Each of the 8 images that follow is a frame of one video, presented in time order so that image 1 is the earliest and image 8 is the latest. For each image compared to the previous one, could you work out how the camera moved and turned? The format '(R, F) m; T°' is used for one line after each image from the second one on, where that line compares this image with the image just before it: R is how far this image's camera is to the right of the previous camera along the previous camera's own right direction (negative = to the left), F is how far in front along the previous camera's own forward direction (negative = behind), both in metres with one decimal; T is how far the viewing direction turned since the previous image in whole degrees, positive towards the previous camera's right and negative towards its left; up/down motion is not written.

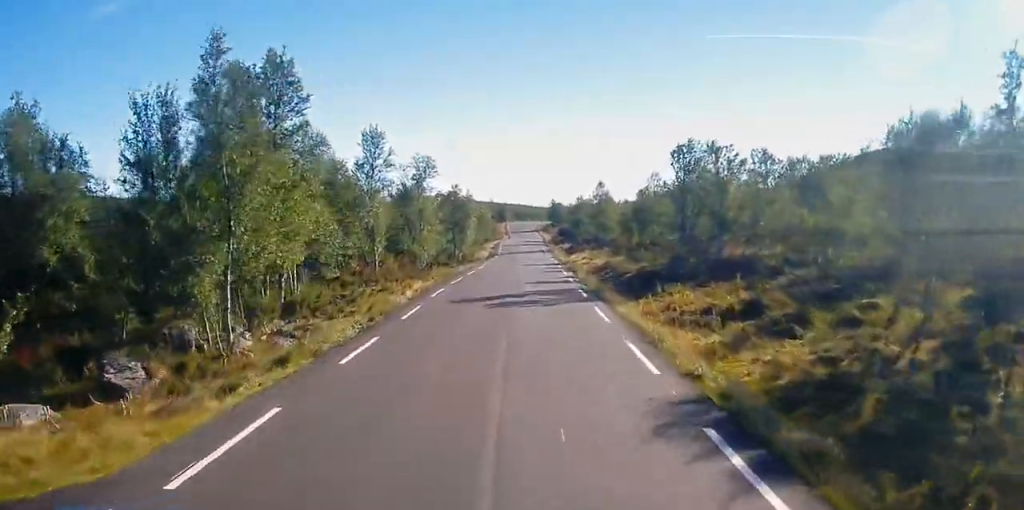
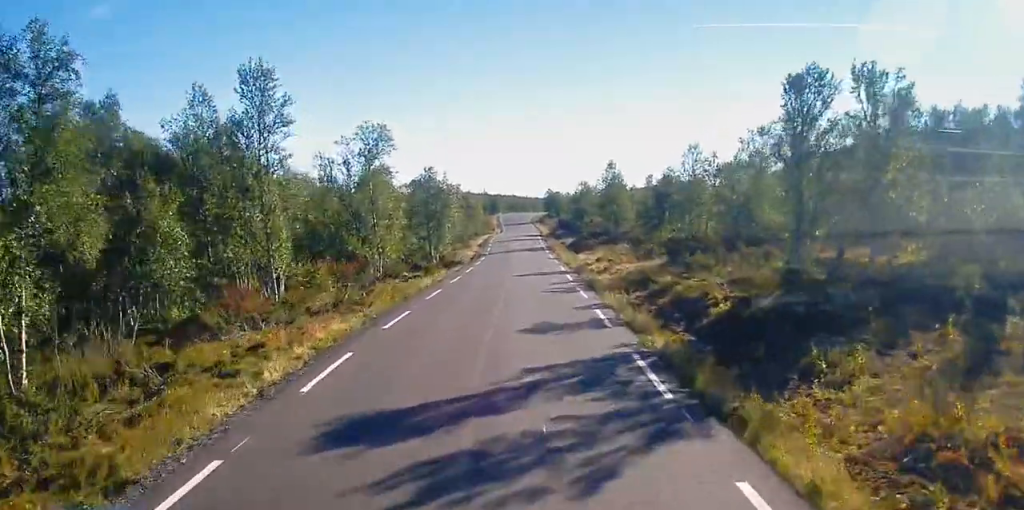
(+0.4, +14.0) m; 0°
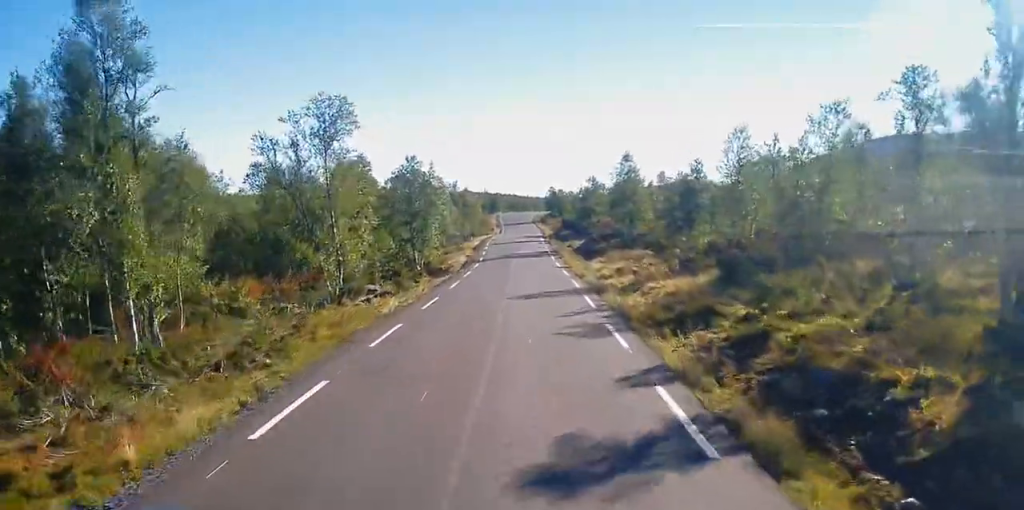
(-0.2, +8.3) m; -1°
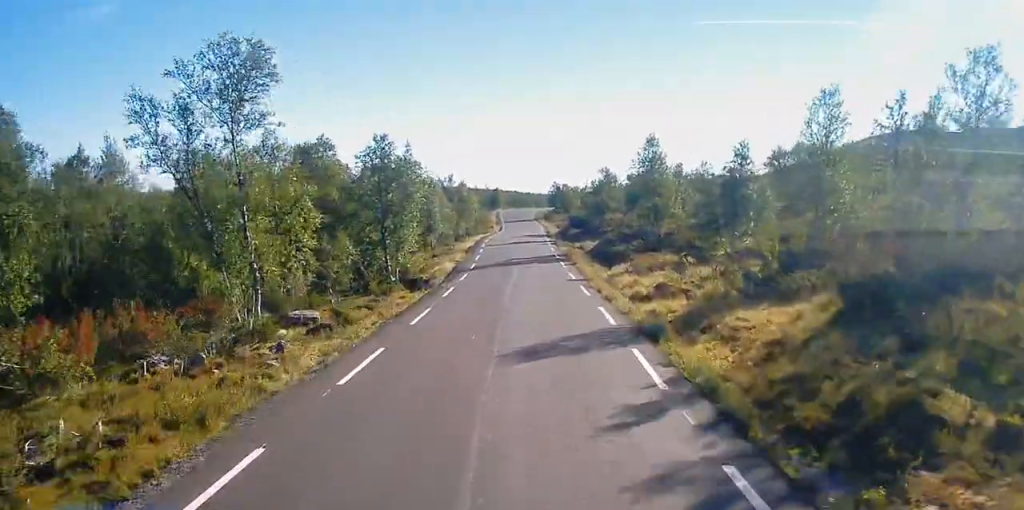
(-0.1, +9.3) m; 0°
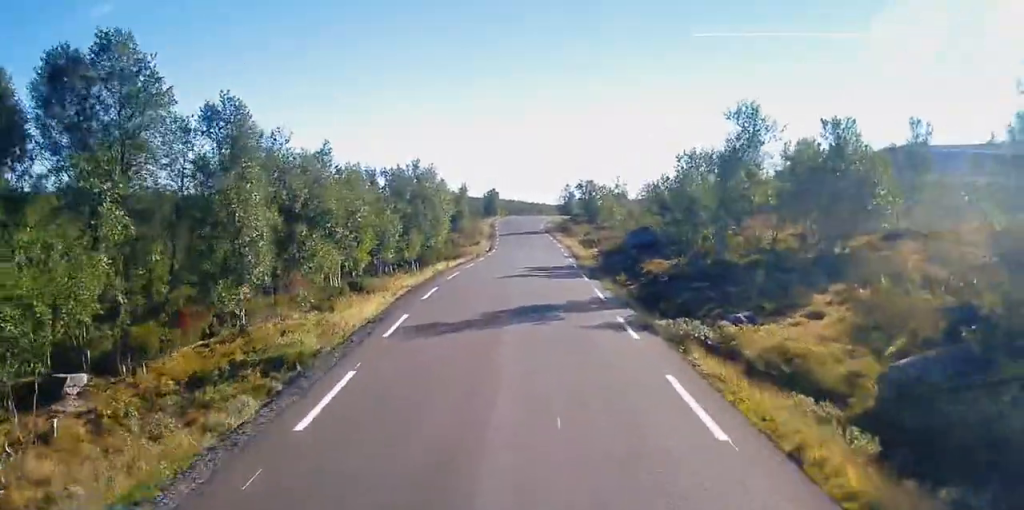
(+0.7, +38.2) m; +1°
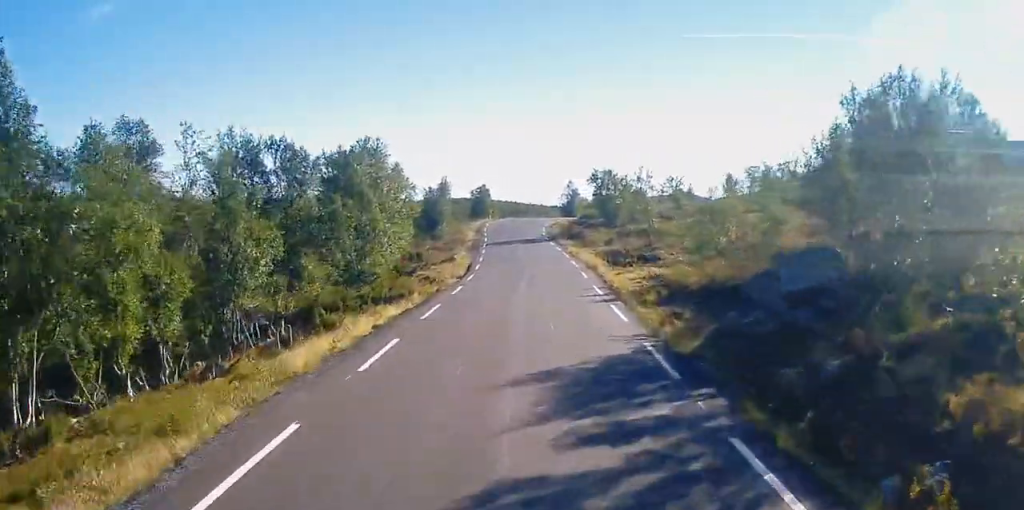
(+0.2, +20.6) m; 0°
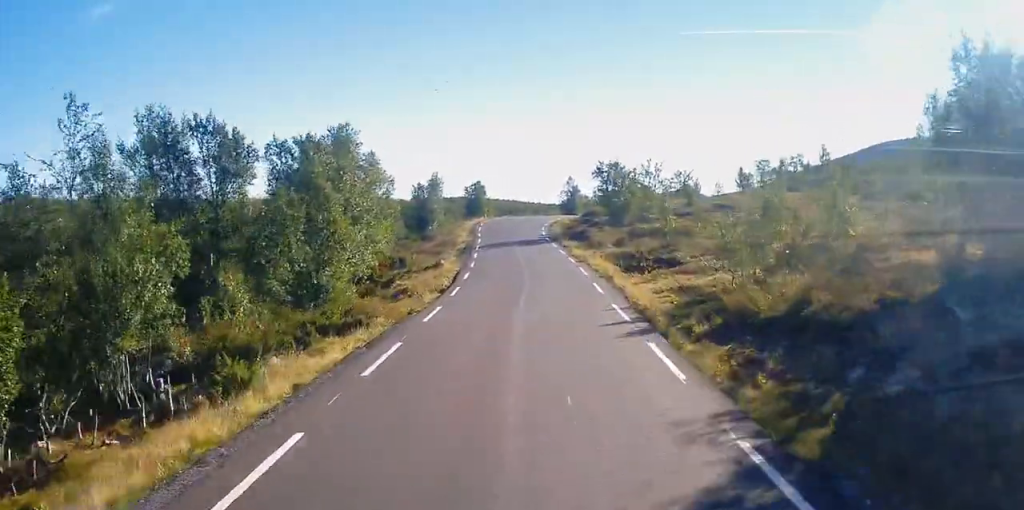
(-0.1, +6.2) m; -1°
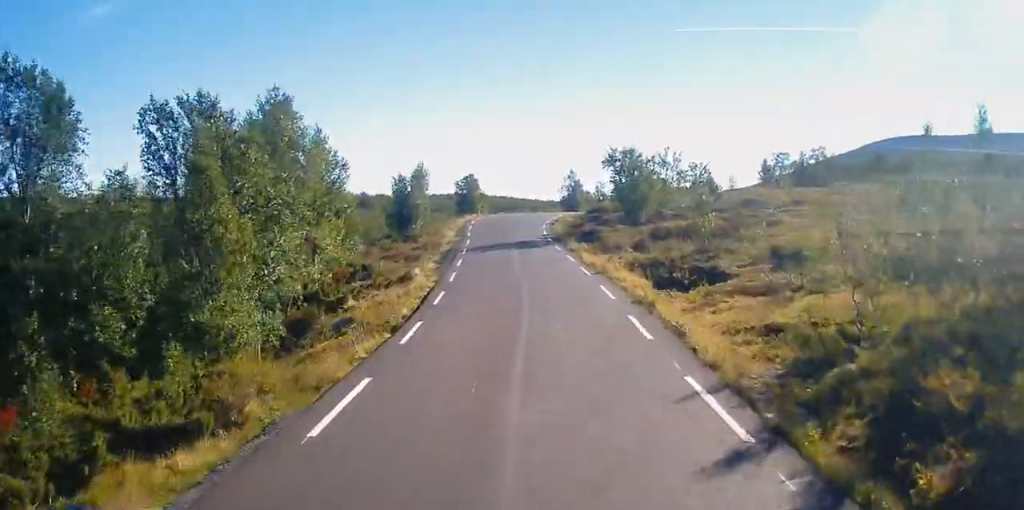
(-0.1, +9.1) m; 0°
